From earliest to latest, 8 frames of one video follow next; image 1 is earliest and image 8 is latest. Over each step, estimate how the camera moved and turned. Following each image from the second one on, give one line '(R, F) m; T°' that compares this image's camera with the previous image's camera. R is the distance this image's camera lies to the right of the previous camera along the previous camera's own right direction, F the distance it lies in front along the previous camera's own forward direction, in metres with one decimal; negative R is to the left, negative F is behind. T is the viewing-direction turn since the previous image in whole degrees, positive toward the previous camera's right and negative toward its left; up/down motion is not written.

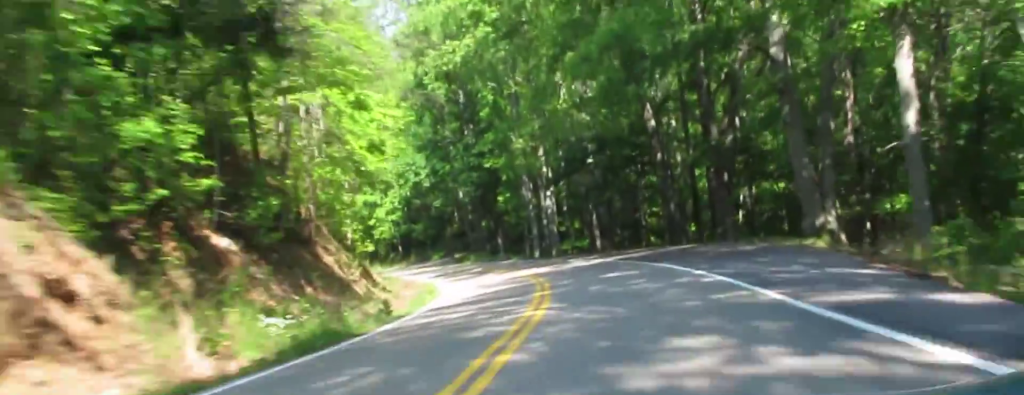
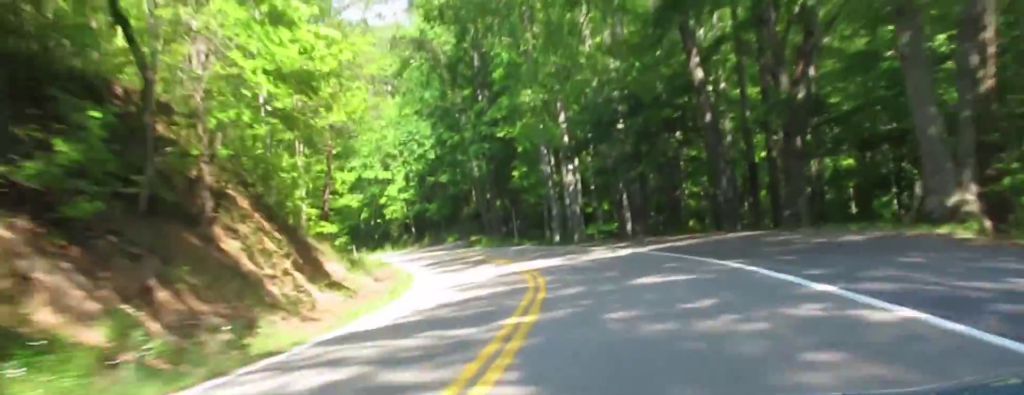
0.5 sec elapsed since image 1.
(-0.1, +7.5) m; -1°
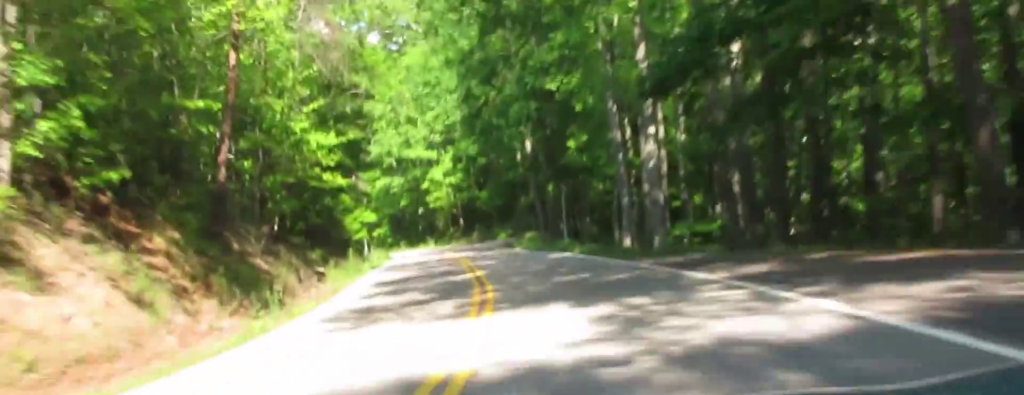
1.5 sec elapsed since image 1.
(-0.5, +15.9) m; -5°
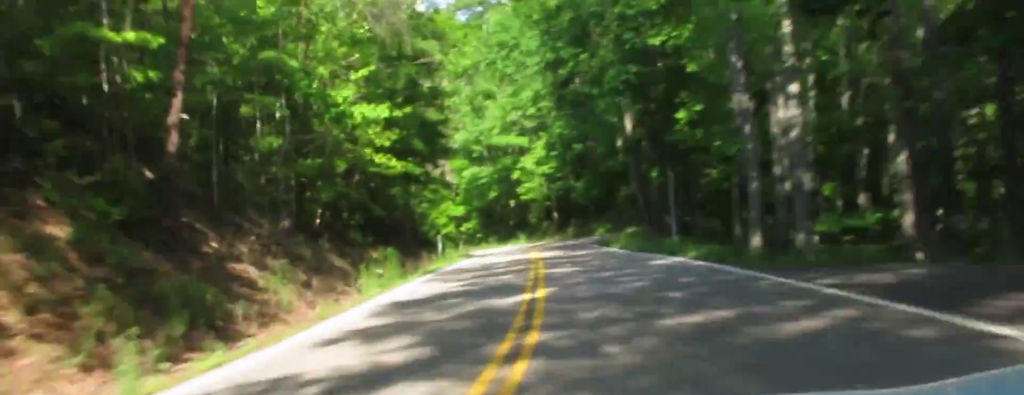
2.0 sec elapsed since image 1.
(0.0, +8.2) m; -3°
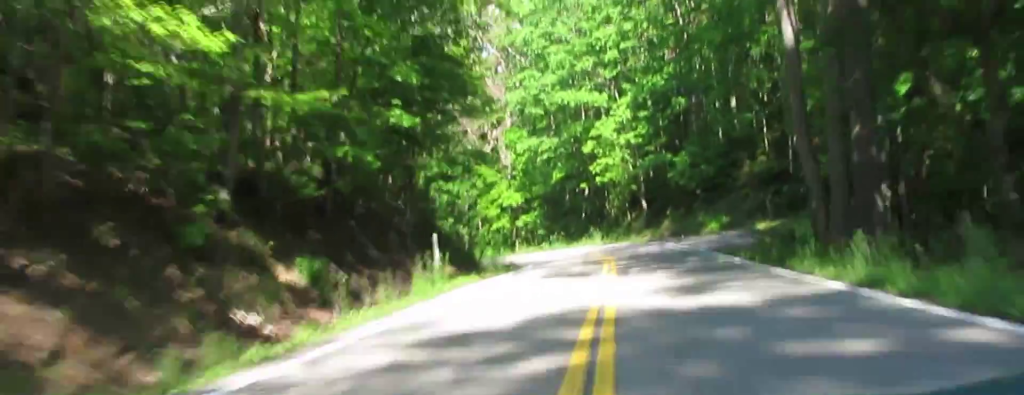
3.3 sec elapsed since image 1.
(-1.7, +26.3) m; -5°
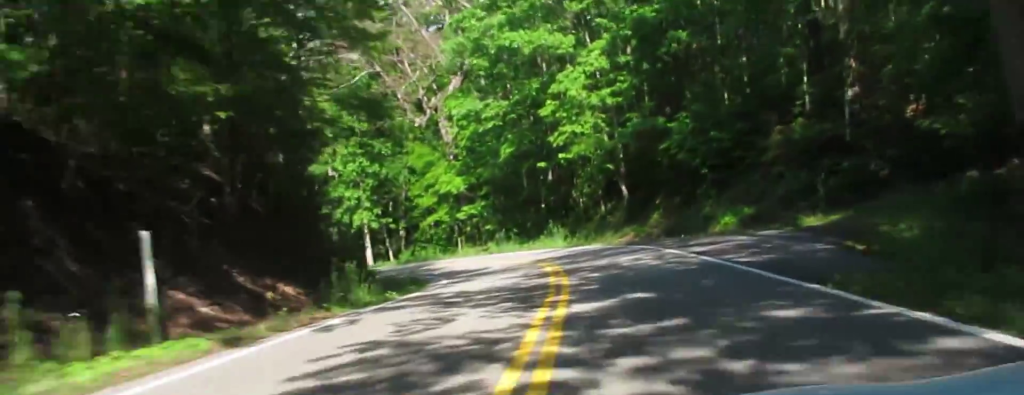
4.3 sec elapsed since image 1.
(-0.1, +20.6) m; 0°
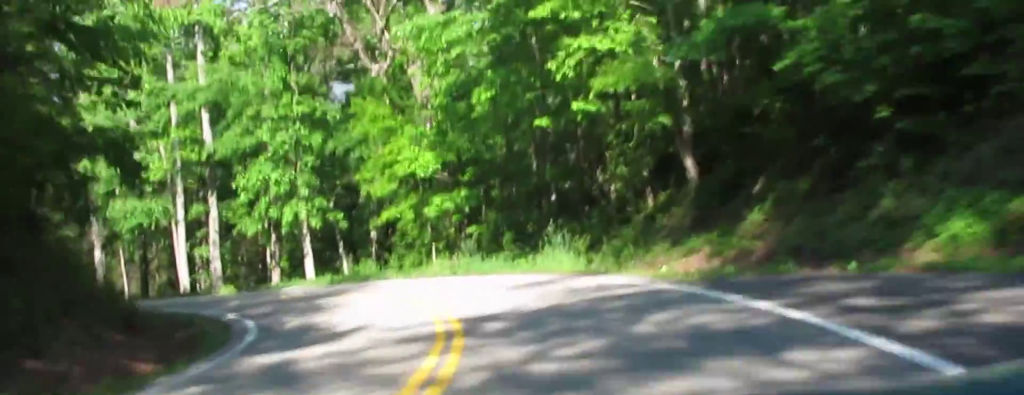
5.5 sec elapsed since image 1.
(+0.1, +25.3) m; -6°
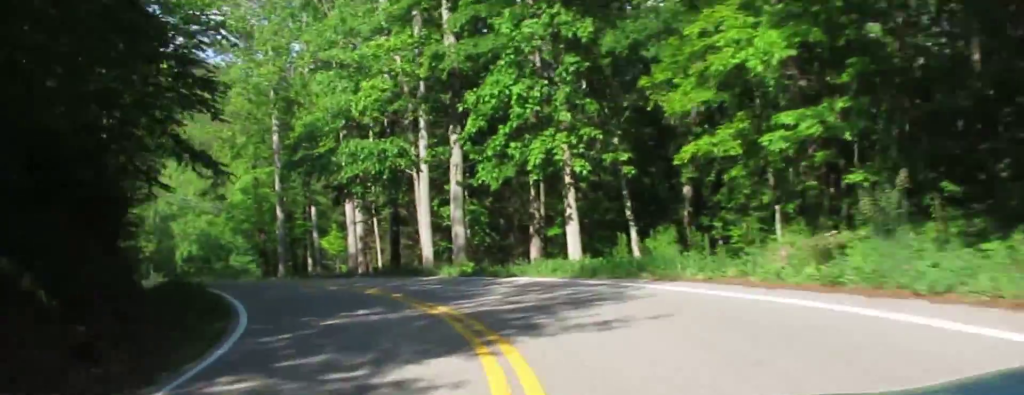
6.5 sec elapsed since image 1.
(-2.6, +21.6) m; -18°
